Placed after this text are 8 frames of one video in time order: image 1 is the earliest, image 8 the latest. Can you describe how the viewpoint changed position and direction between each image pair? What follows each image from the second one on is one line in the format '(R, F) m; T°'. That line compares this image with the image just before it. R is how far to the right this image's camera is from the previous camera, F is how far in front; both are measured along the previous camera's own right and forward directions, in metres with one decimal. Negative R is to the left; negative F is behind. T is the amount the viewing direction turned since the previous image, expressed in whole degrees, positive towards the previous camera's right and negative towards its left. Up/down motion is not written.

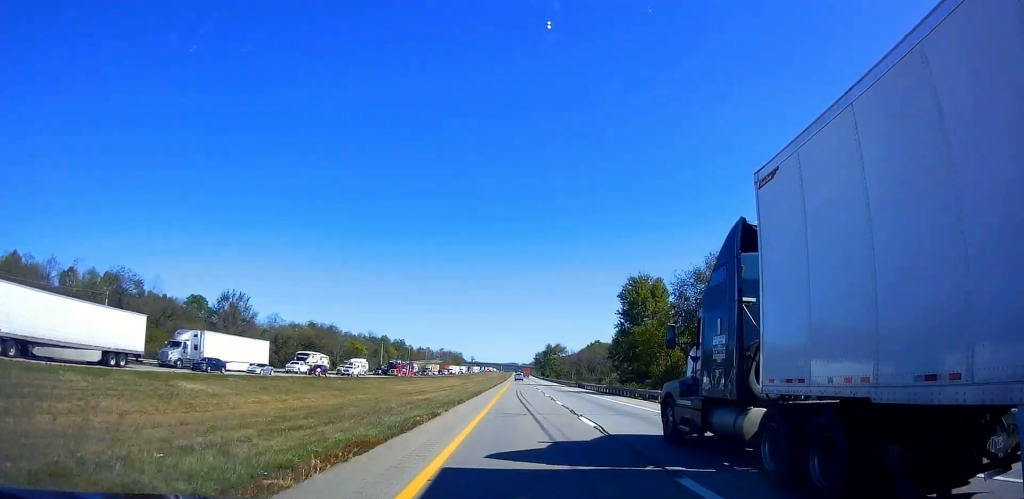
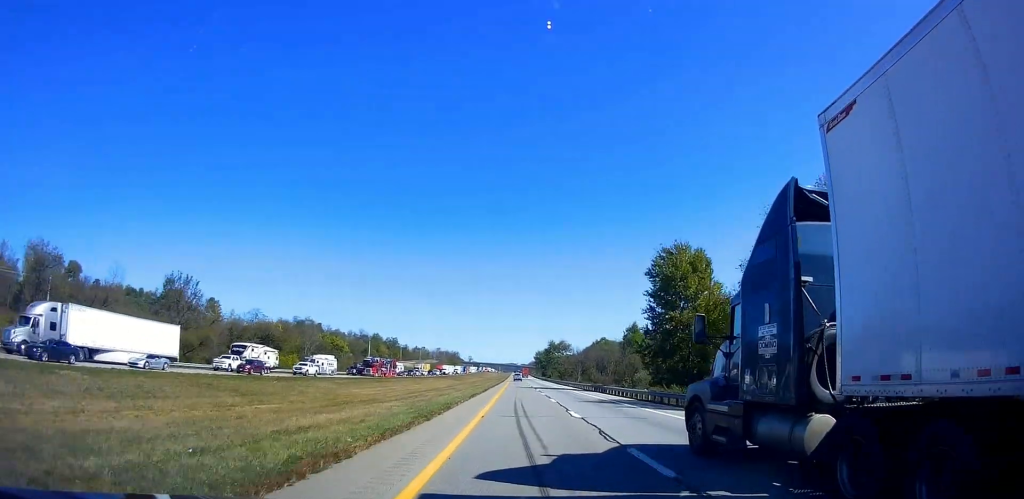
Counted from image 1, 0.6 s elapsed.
(+0.1, +19.3) m; 0°
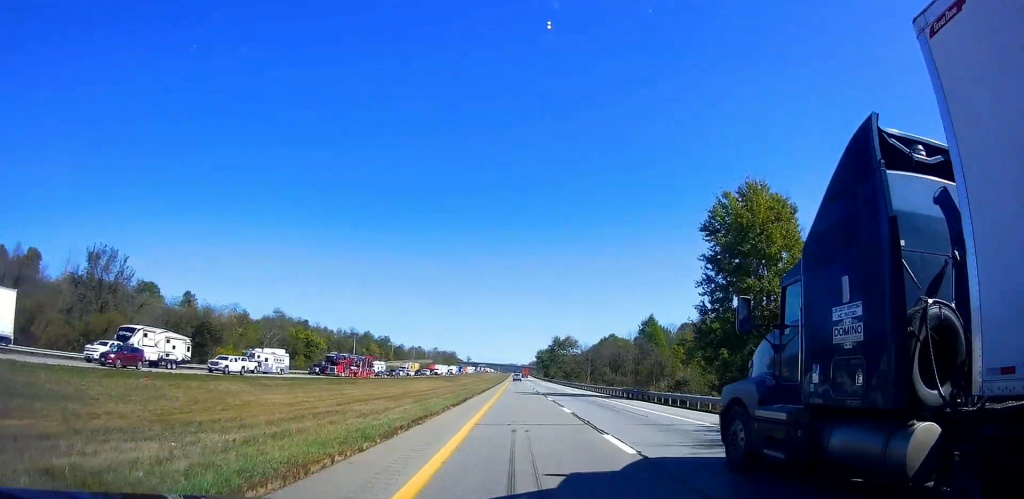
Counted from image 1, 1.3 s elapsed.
(-0.5, +21.5) m; -1°
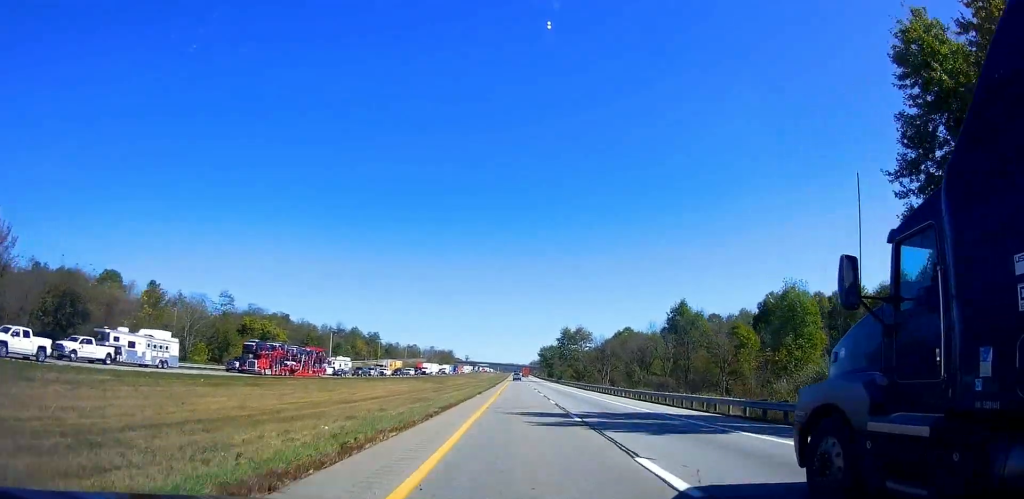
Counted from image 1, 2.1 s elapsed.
(-0.1, +28.0) m; 0°
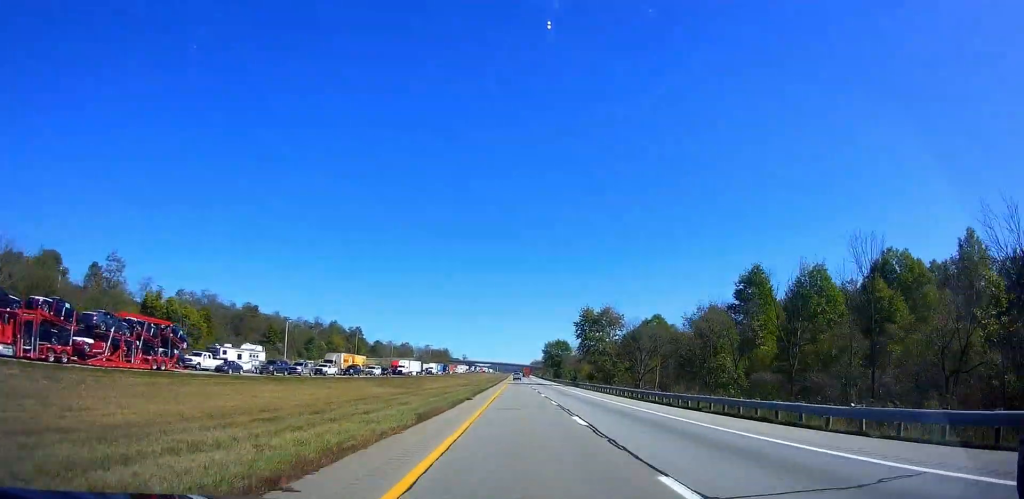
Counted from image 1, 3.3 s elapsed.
(0.0, +37.6) m; 0°
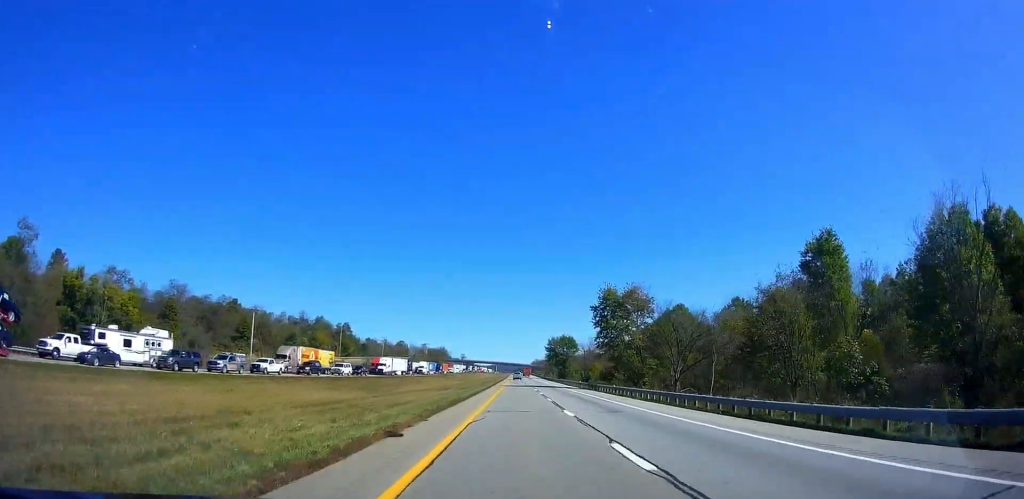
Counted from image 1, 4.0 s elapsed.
(0.0, +20.4) m; 0°
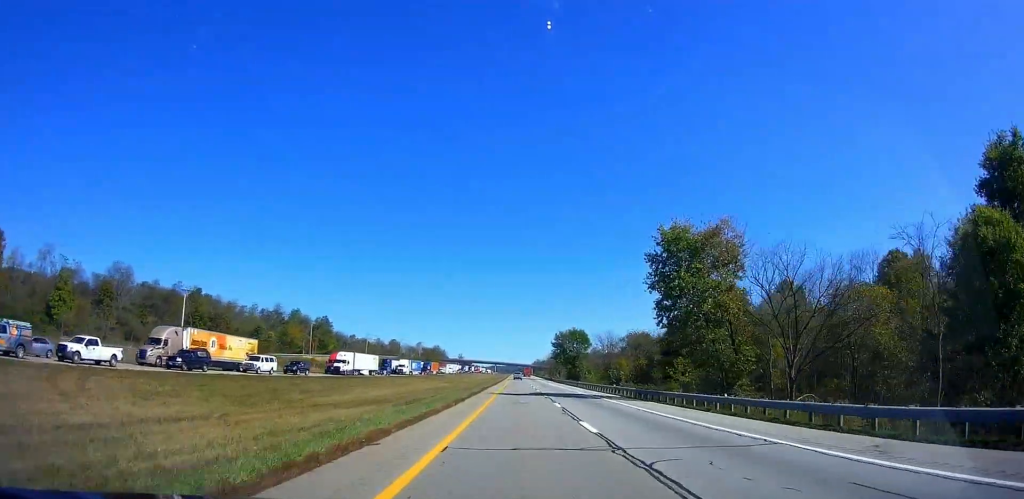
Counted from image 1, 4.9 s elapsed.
(0.0, +30.1) m; +1°
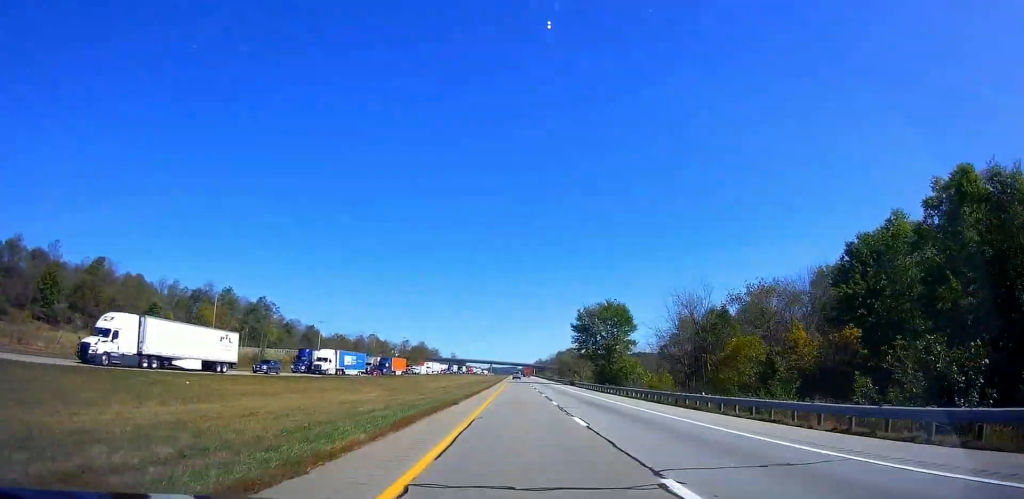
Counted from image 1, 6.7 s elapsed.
(+0.9, +57.9) m; 0°
